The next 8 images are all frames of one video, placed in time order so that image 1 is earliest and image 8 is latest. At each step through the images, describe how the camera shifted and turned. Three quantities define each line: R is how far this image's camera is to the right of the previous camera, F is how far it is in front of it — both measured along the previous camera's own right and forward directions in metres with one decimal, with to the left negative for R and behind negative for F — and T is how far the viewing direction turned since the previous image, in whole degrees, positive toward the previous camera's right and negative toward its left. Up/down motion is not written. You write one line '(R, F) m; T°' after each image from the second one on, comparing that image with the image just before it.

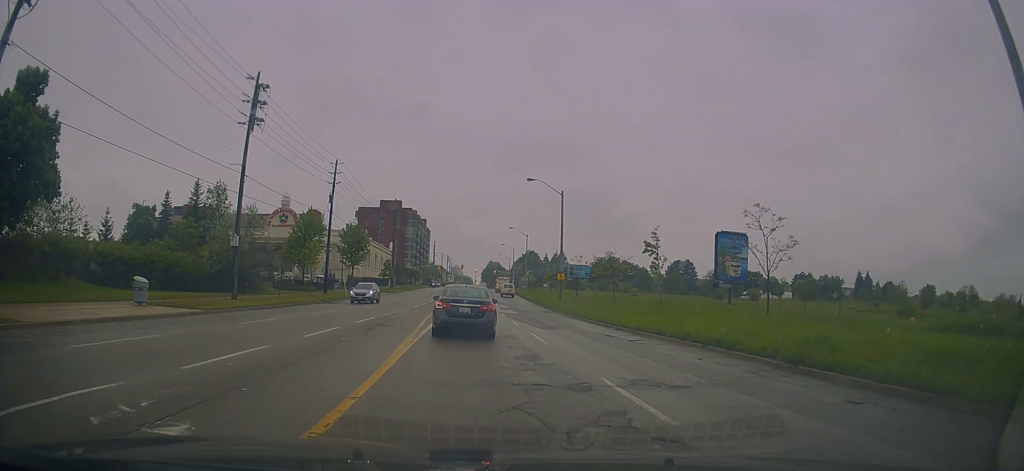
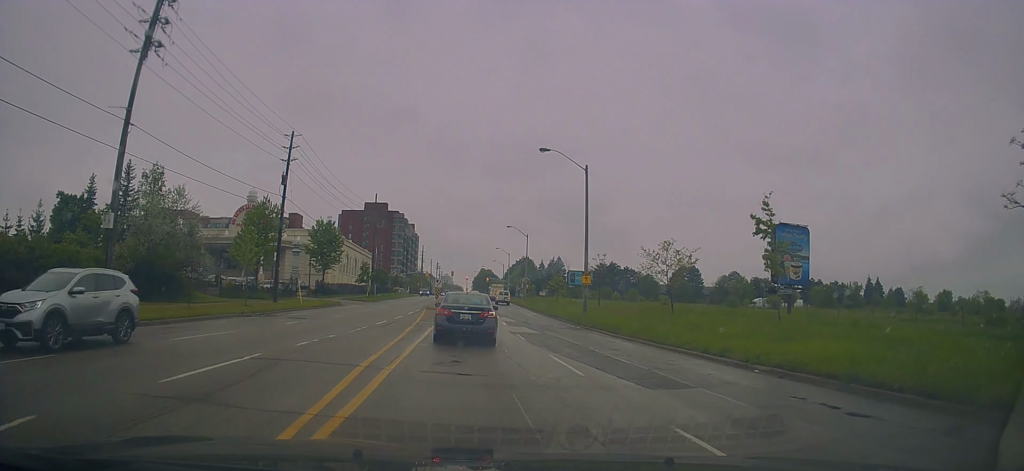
(-0.3, +15.1) m; -2°
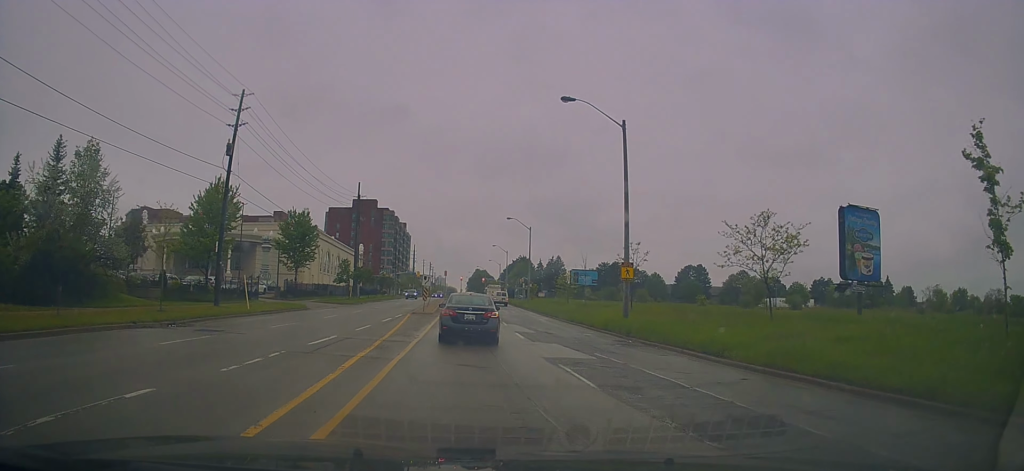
(+0.1, +12.1) m; +2°
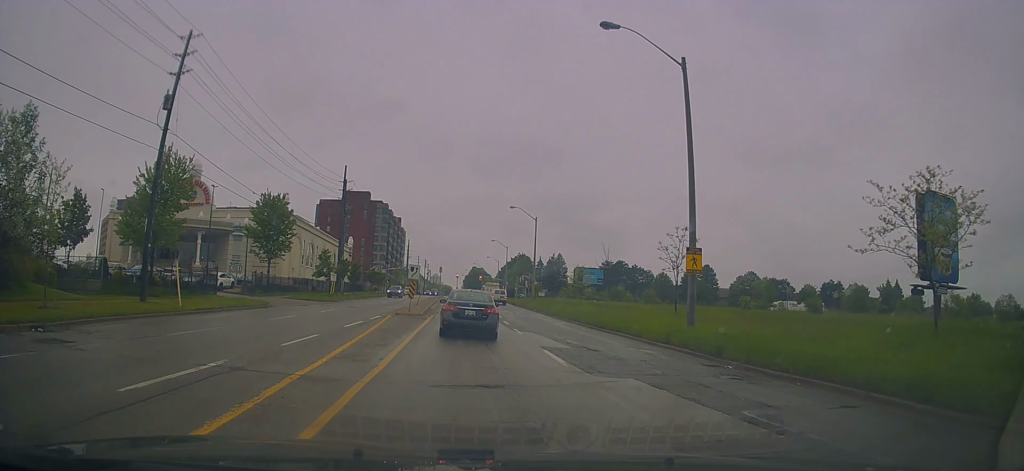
(+0.2, +8.2) m; 0°
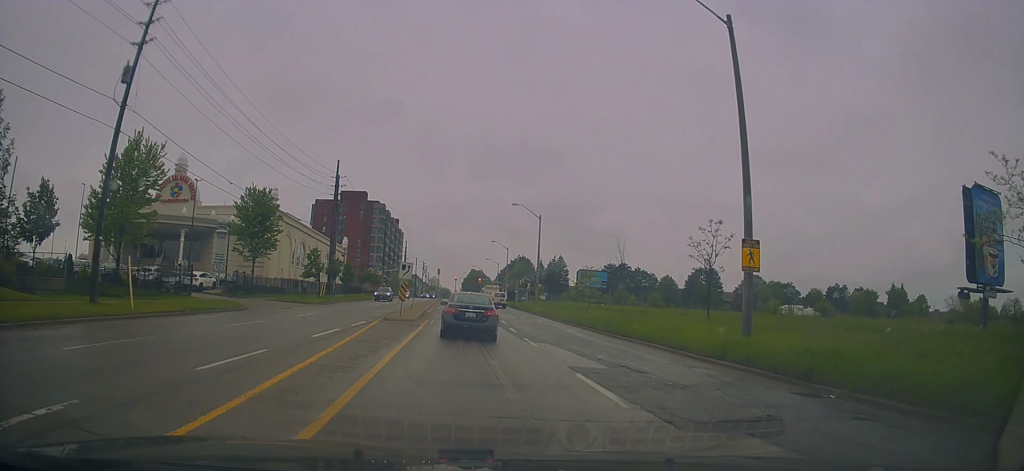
(0.0, +3.7) m; -2°
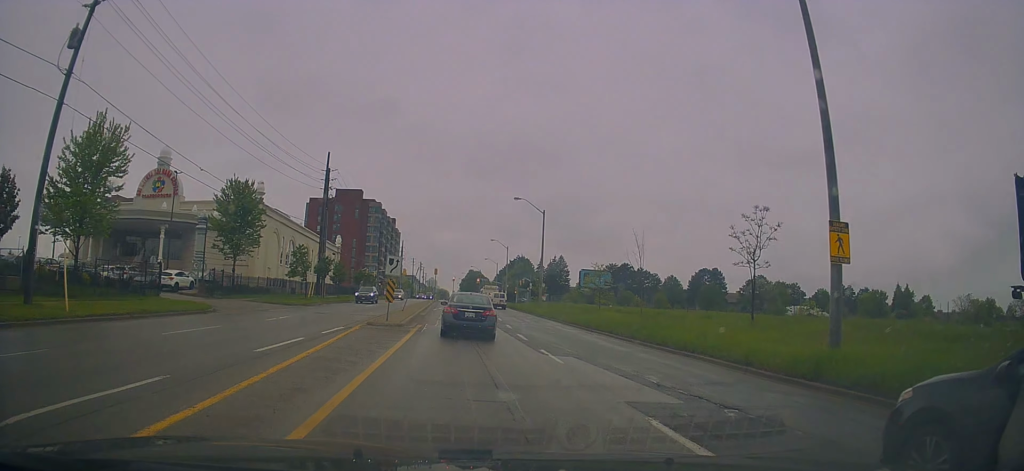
(-0.1, +4.1) m; +1°
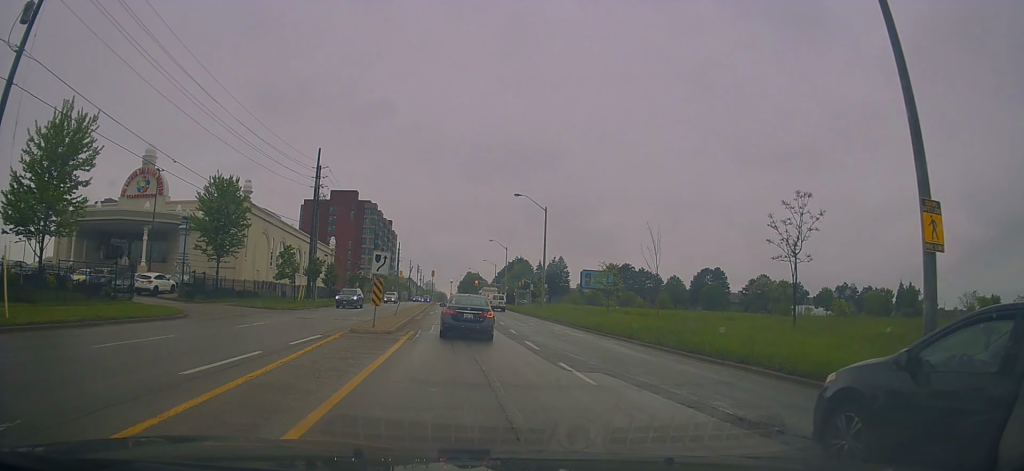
(-0.2, +3.1) m; +1°
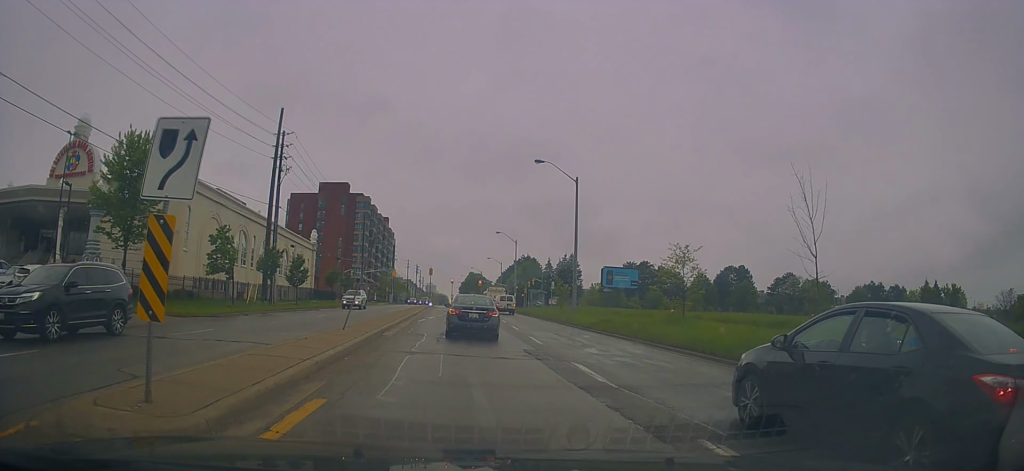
(+0.4, +14.0) m; -1°
